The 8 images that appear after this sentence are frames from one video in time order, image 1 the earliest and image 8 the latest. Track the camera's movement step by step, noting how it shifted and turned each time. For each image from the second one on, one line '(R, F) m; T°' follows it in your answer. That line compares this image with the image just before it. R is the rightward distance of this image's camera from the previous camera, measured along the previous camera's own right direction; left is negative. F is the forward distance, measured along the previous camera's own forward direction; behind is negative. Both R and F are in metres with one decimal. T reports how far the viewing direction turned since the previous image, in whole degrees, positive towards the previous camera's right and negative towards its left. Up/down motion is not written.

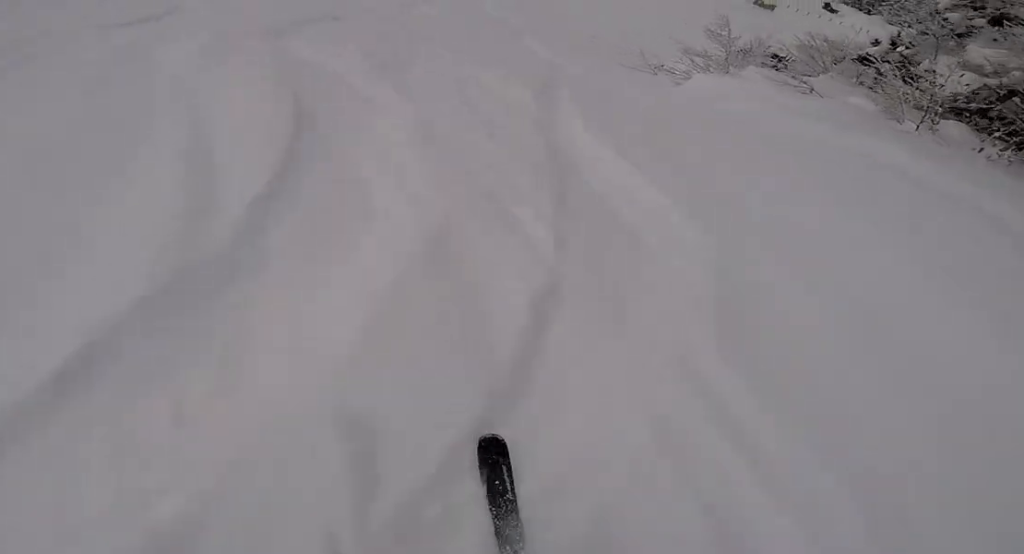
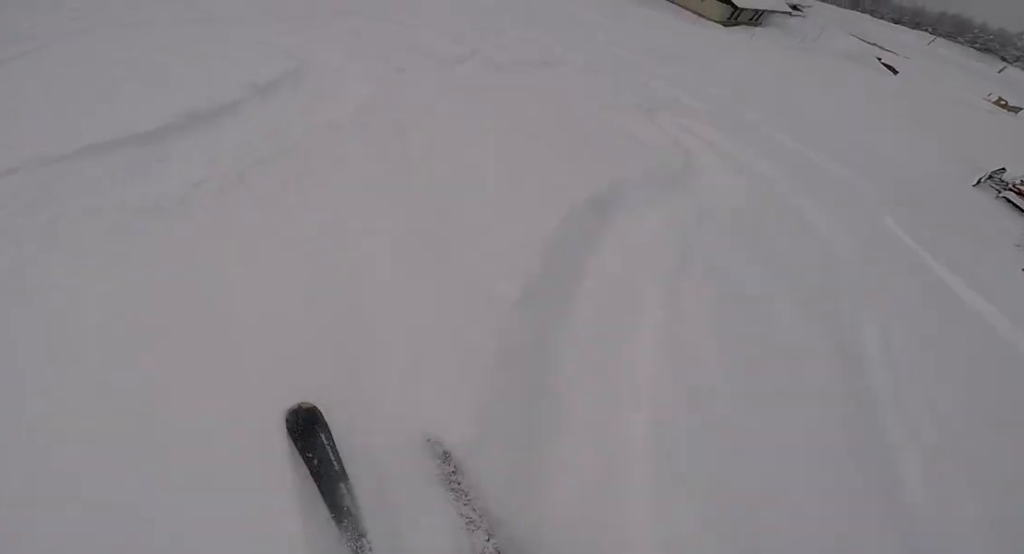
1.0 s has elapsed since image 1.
(-1.7, +5.9) m; -26°
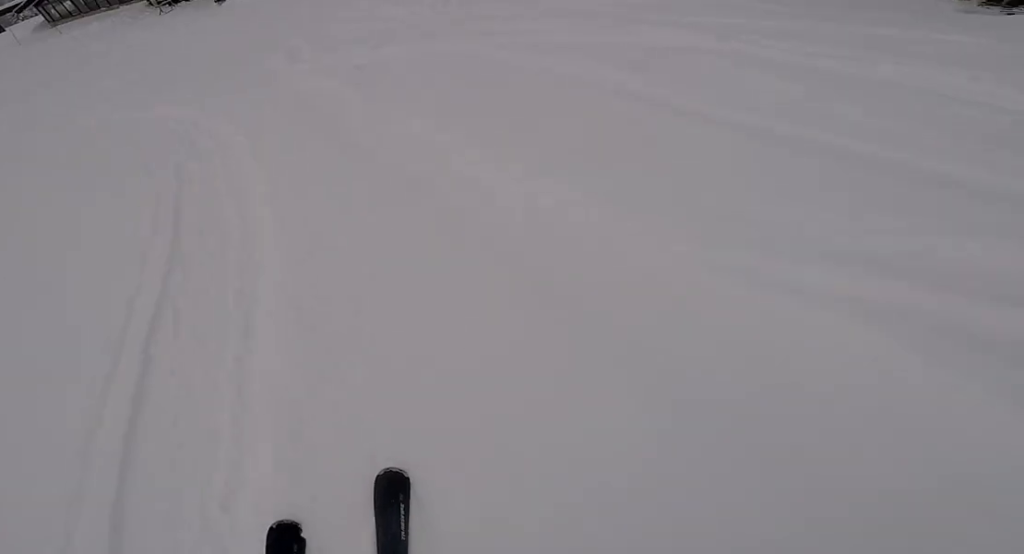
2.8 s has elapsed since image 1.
(+0.1, +11.6) m; +22°
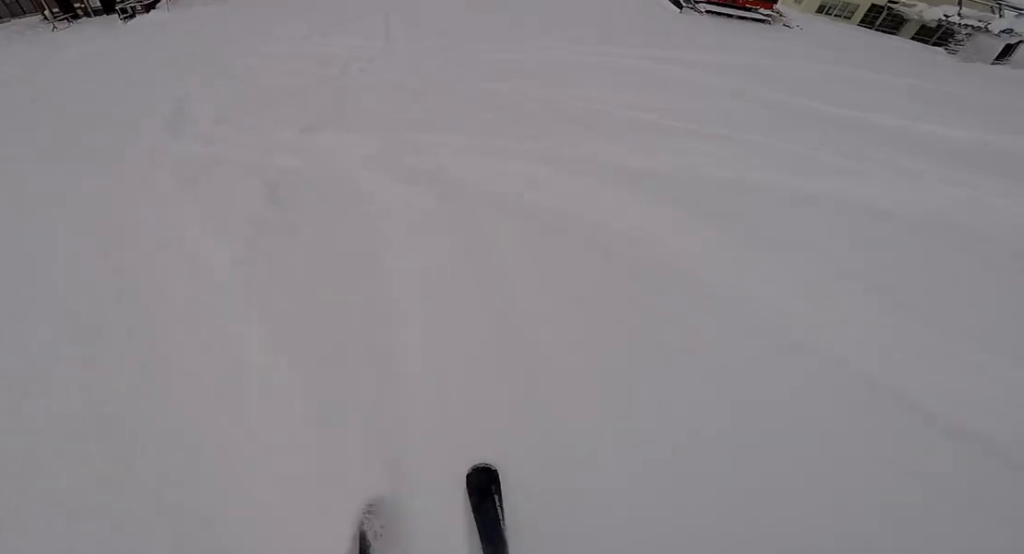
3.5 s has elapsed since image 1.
(+1.0, +4.7) m; +9°
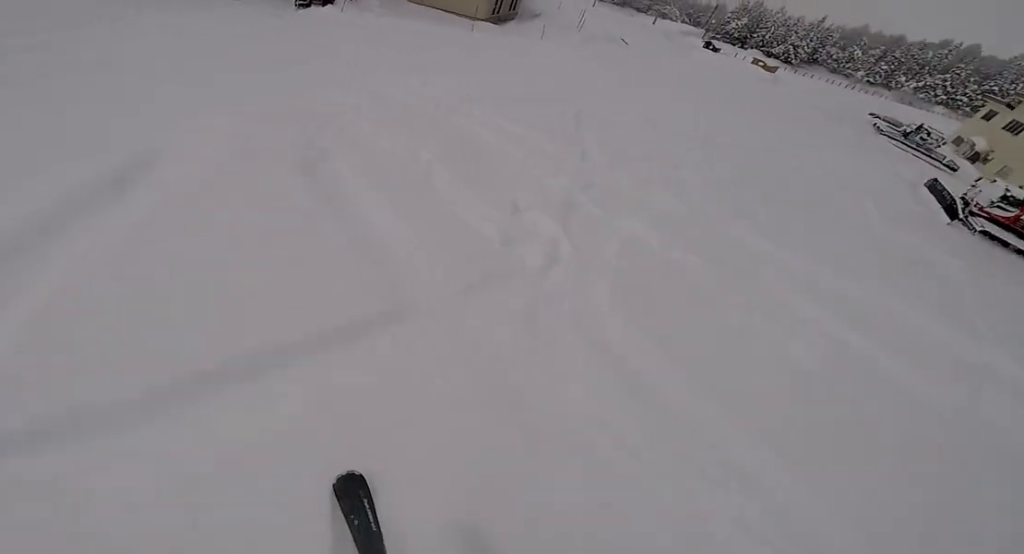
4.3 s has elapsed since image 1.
(+0.5, +5.9) m; +1°
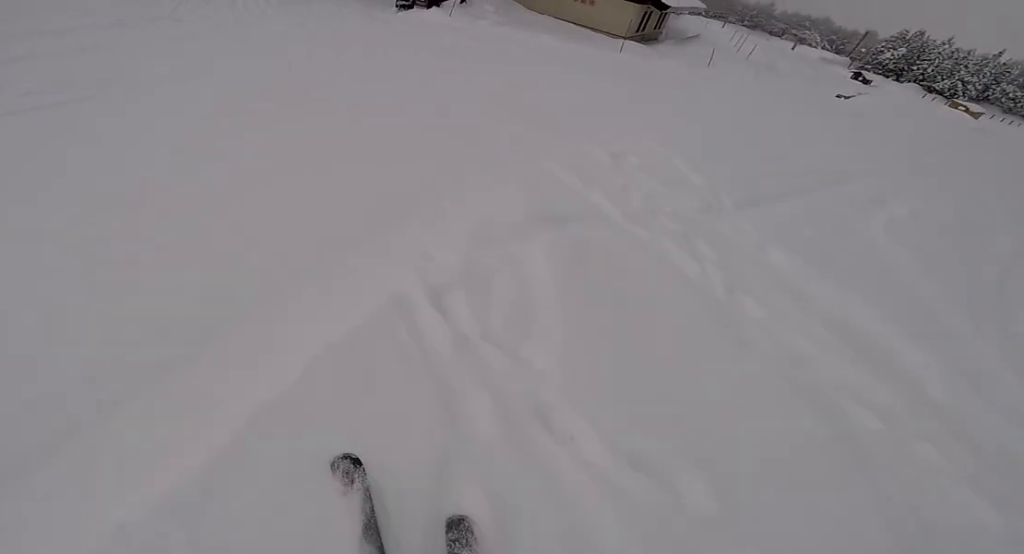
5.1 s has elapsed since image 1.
(-0.4, +5.4) m; -6°
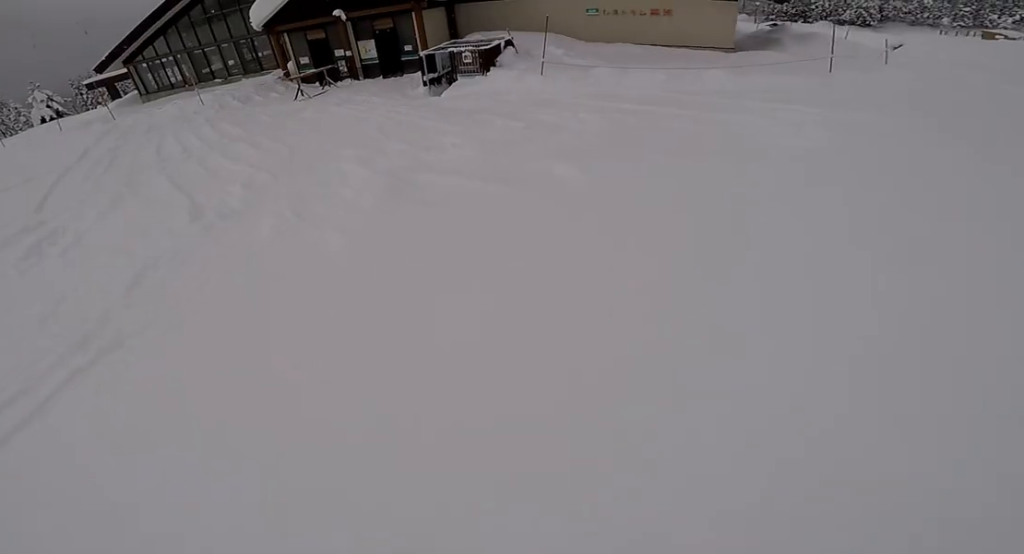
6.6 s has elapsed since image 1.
(-0.9, +10.3) m; -7°
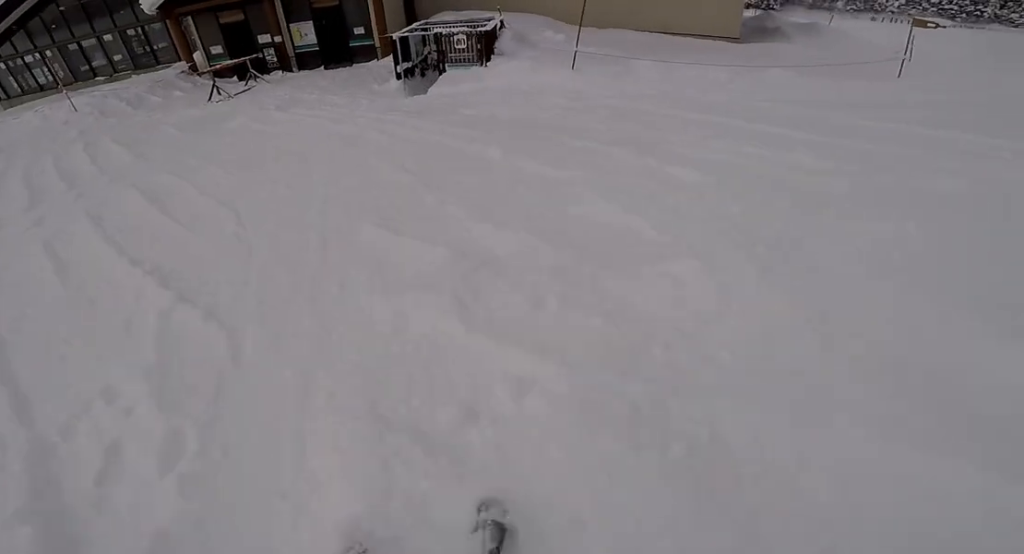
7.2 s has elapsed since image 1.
(-0.2, +4.1) m; +2°
